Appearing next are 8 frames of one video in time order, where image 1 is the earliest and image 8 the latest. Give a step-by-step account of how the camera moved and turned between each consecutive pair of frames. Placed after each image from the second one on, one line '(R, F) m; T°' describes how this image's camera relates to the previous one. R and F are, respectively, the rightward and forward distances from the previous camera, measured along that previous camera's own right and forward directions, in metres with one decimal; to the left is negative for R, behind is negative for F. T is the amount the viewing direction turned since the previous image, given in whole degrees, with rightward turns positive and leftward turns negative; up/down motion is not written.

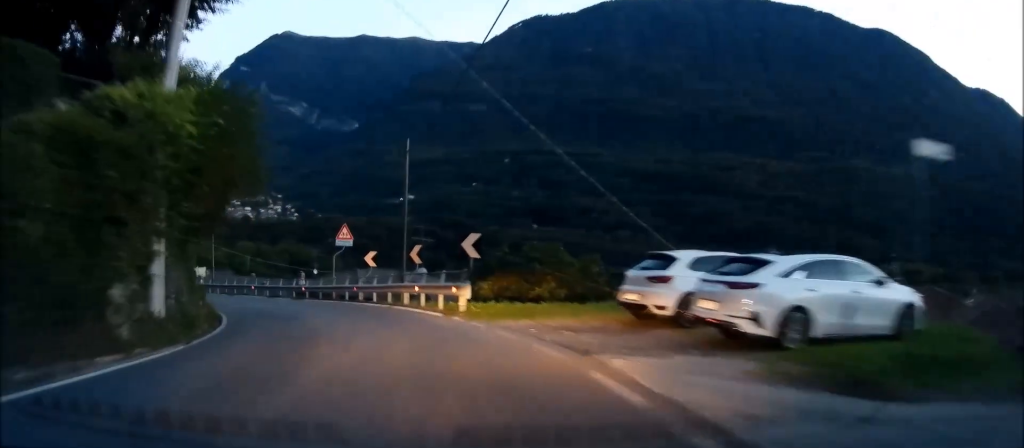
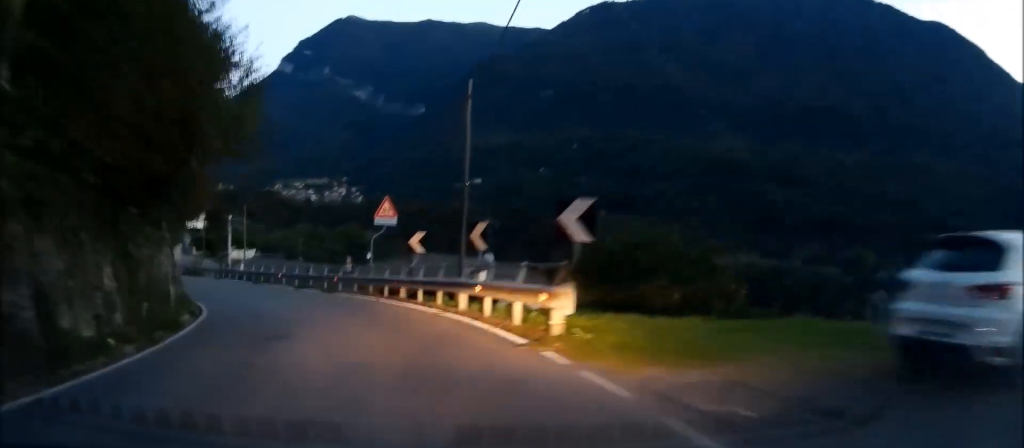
(-0.3, +7.3) m; -5°
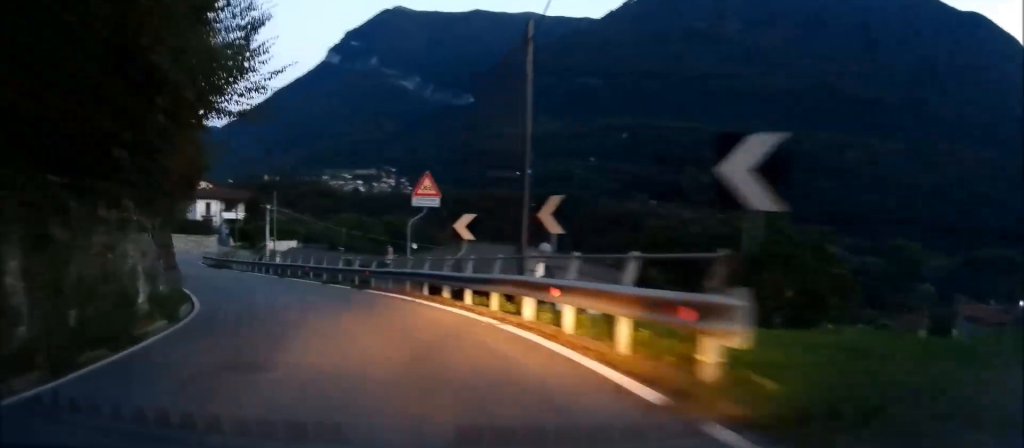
(-0.2, +4.1) m; -3°
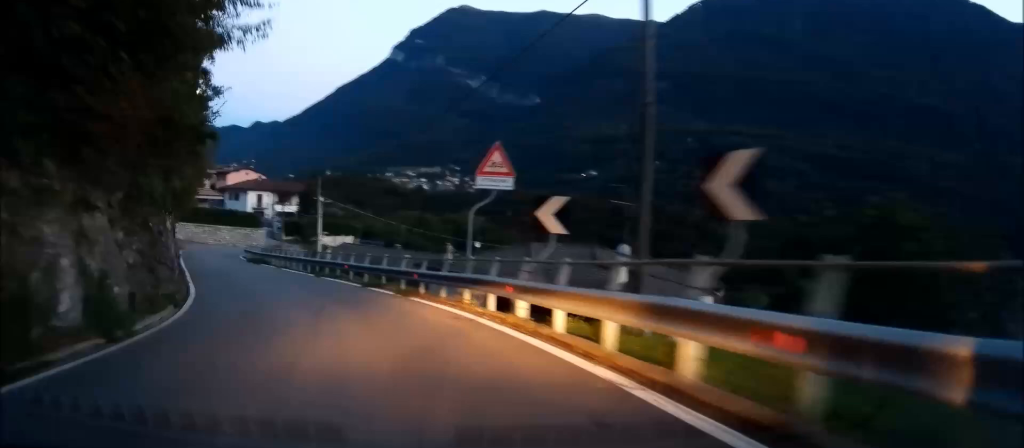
(0.0, +4.6) m; -4°
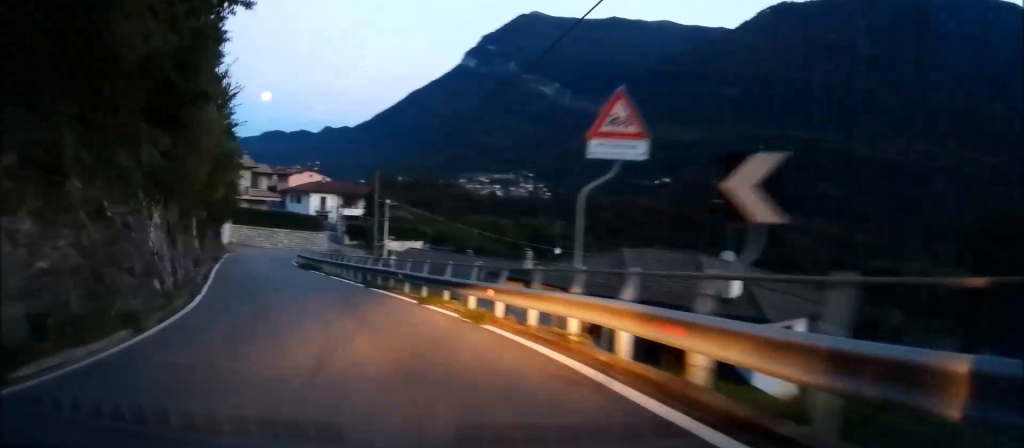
(-0.3, +4.4) m; -7°
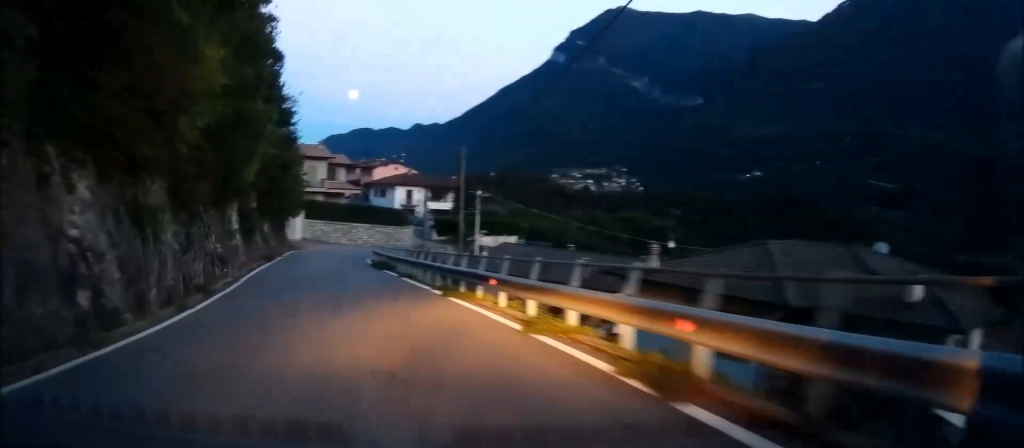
(-0.4, +5.3) m; -9°
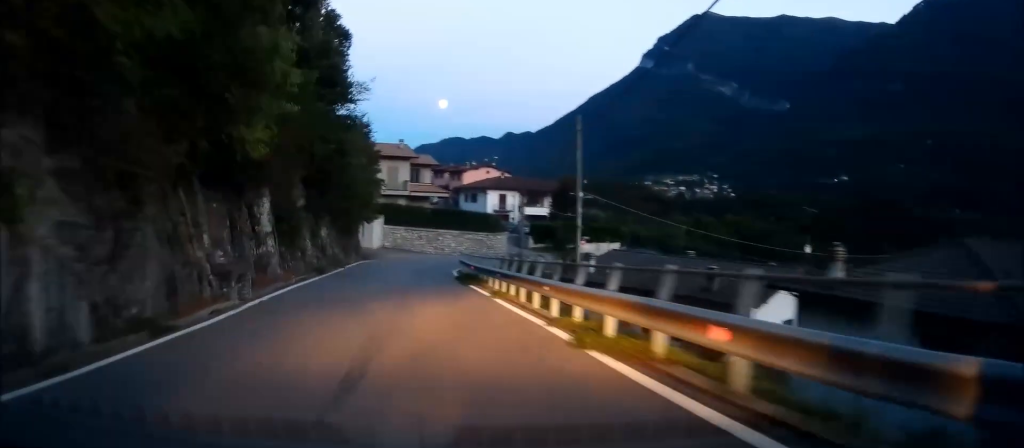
(-0.6, +6.1) m; -10°
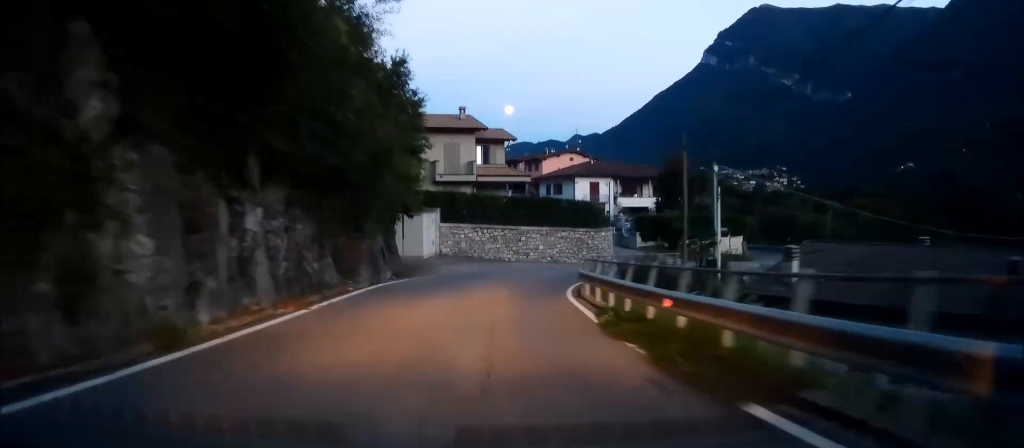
(-1.7, +16.4) m; -8°
